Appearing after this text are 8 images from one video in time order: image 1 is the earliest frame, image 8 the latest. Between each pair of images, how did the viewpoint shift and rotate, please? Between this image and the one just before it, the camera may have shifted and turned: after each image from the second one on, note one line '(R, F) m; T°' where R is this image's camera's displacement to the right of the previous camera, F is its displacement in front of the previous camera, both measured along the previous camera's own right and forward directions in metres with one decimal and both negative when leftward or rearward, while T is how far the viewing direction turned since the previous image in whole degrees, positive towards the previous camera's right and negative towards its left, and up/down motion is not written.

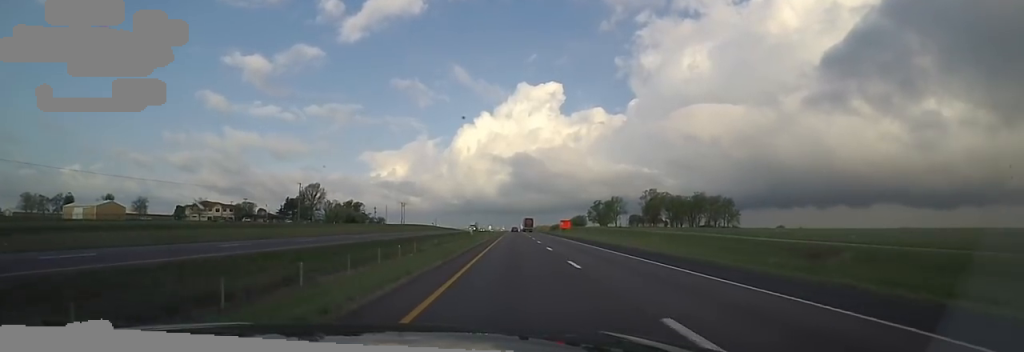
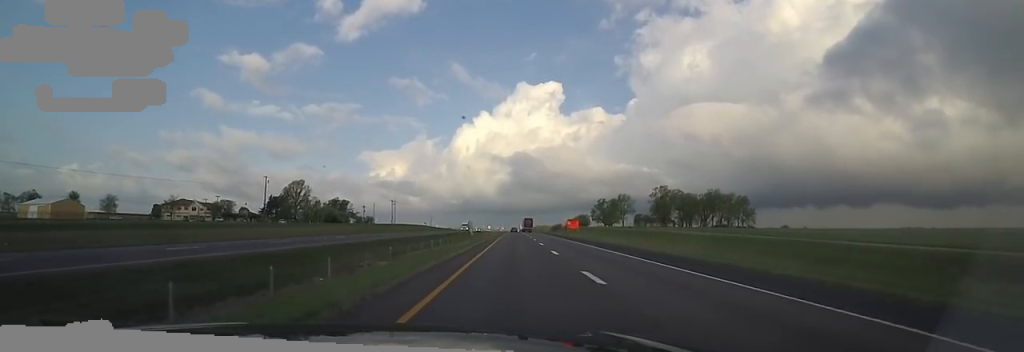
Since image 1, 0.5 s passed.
(+0.7, +16.6) m; 0°
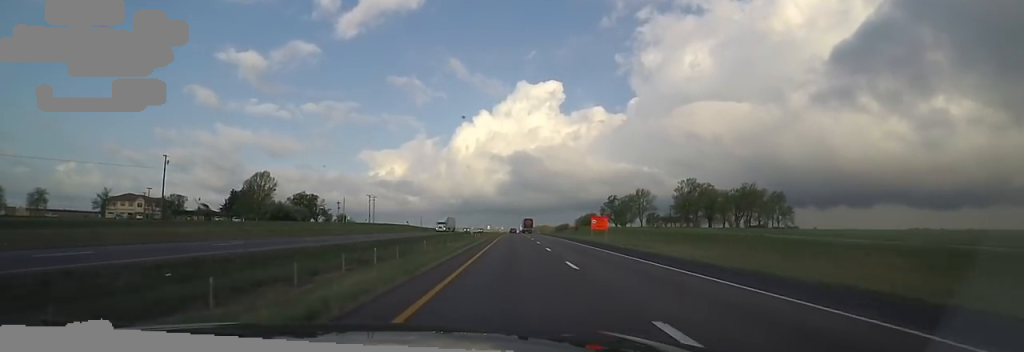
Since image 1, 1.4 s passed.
(-0.7, +31.9) m; -2°
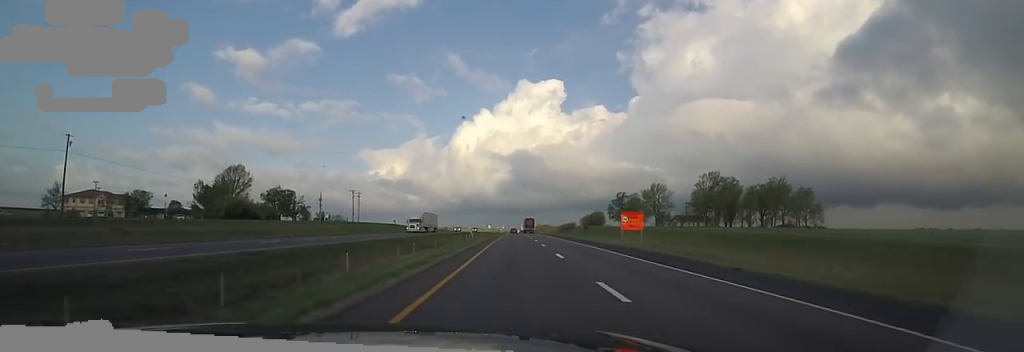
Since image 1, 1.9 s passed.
(-0.2, +19.0) m; -1°
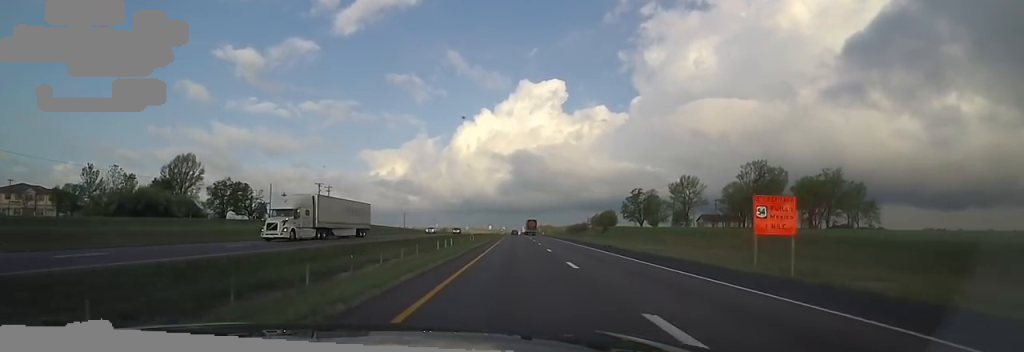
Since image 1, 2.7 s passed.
(0.0, +28.5) m; 0°
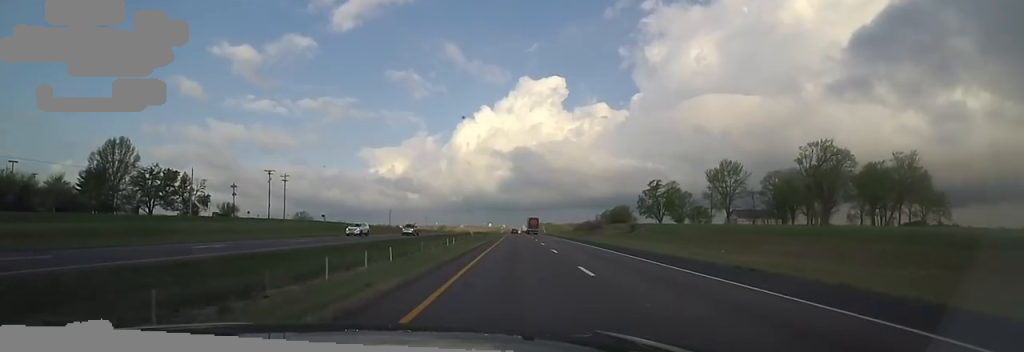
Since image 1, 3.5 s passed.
(0.0, +27.5) m; +2°
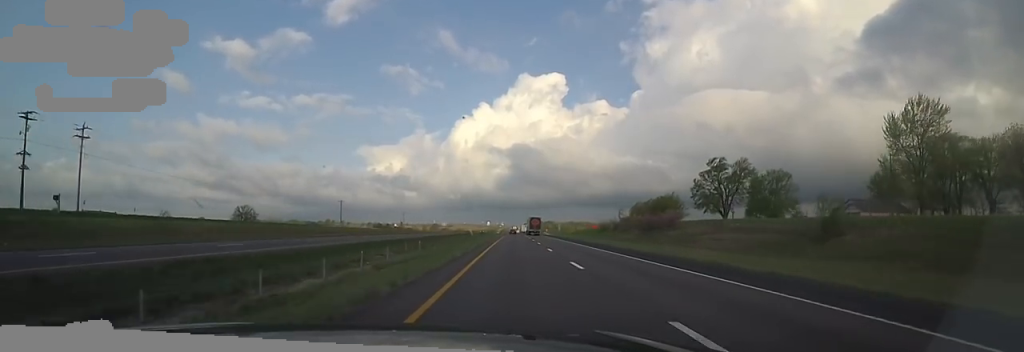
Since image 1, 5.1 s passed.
(+1.0, +58.9) m; -1°
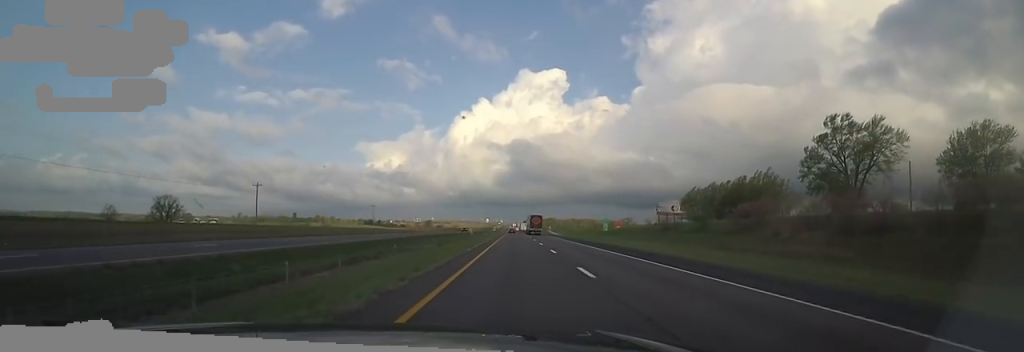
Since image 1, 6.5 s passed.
(-1.2, +51.8) m; -1°
